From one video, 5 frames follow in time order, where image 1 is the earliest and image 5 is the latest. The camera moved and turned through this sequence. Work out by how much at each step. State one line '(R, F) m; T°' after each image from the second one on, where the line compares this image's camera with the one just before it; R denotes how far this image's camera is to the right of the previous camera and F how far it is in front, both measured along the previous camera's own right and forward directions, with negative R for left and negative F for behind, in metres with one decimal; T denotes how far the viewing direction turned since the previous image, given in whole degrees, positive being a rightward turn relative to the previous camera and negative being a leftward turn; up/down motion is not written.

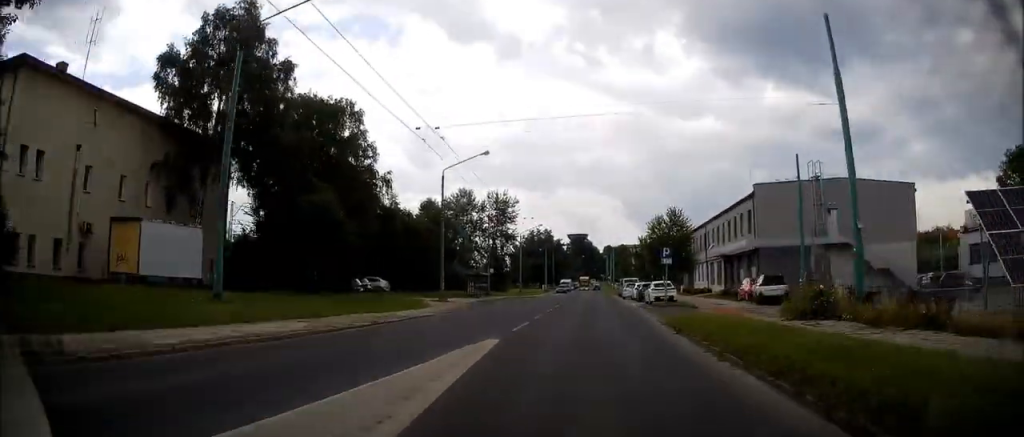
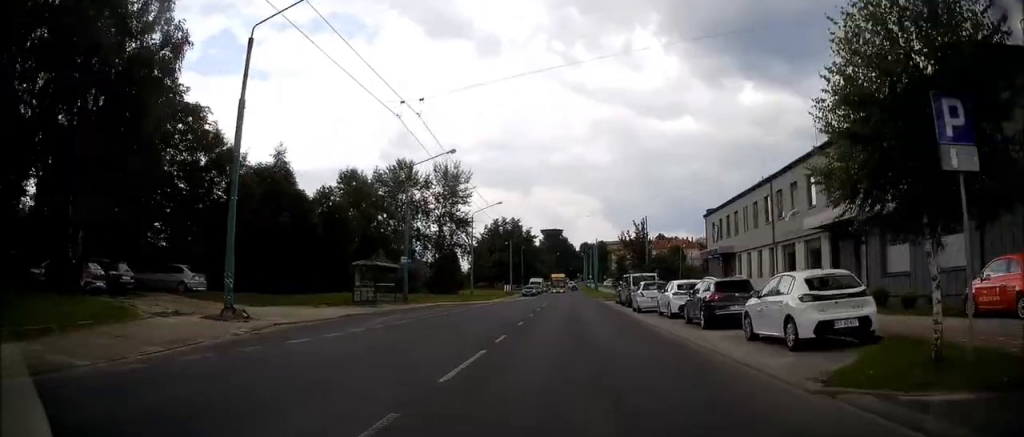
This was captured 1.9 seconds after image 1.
(+0.7, +29.3) m; +3°
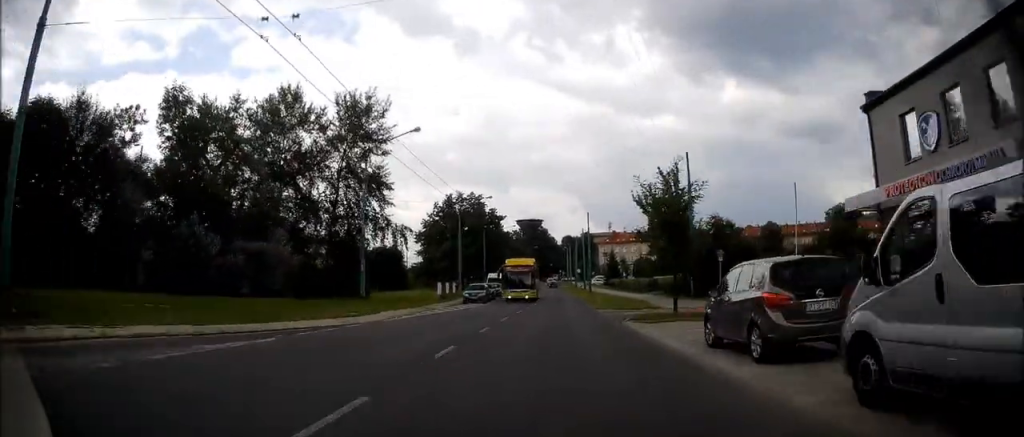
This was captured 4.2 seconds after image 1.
(+0.6, +32.2) m; +1°
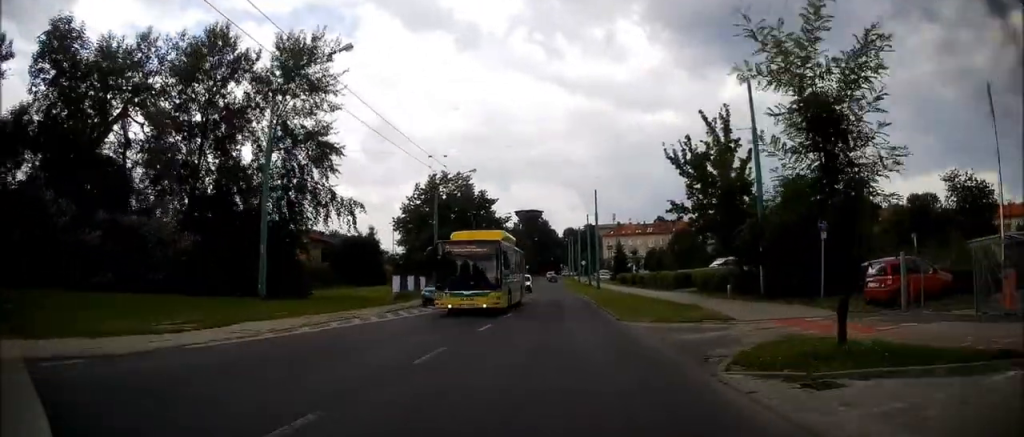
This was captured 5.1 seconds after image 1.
(0.0, +11.9) m; 0°
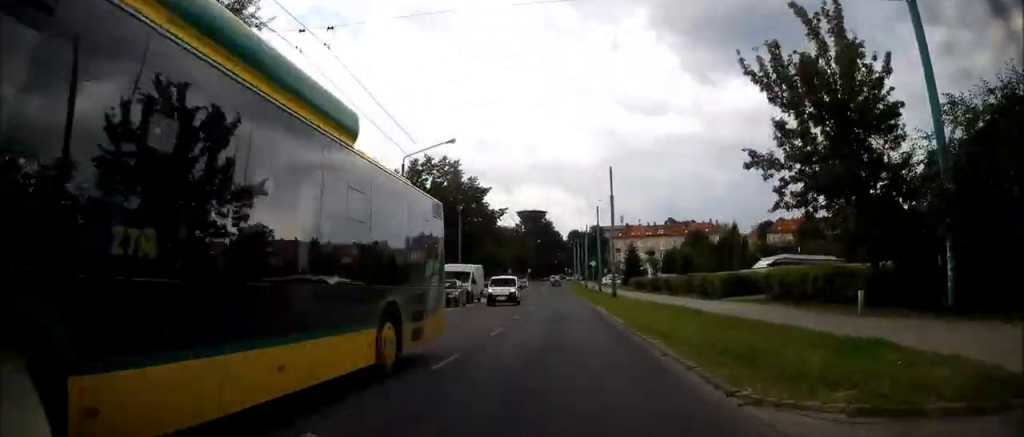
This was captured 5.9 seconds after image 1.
(0.0, +10.9) m; 0°
